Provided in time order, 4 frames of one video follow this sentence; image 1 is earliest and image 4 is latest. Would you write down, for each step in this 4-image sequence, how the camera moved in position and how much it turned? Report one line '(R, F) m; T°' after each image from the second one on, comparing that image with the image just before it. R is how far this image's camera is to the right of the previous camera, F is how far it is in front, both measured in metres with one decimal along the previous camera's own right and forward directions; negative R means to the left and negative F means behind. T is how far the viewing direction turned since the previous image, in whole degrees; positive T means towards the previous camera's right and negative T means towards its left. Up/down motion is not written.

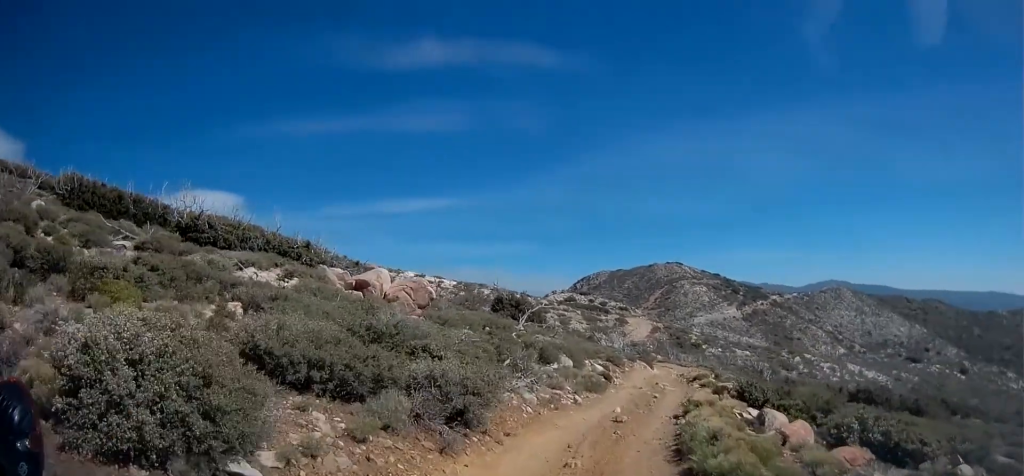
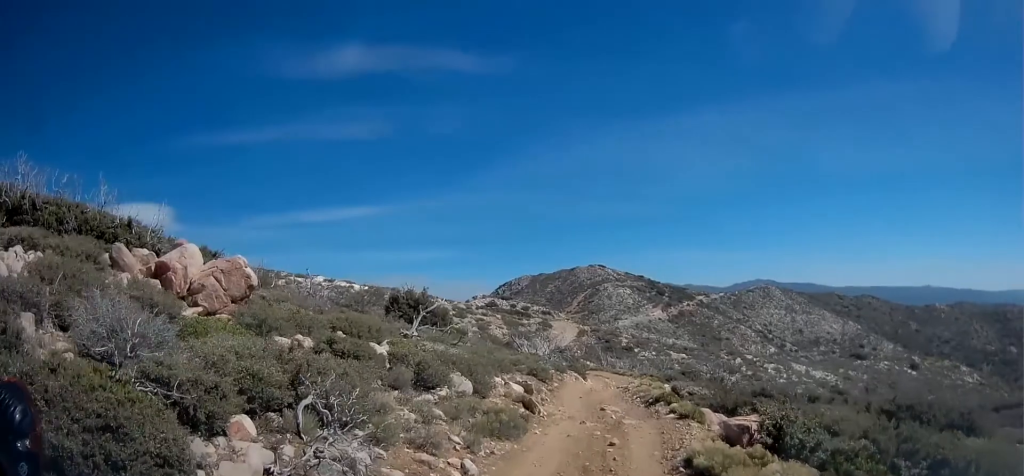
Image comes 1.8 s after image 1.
(+0.1, +7.5) m; +10°
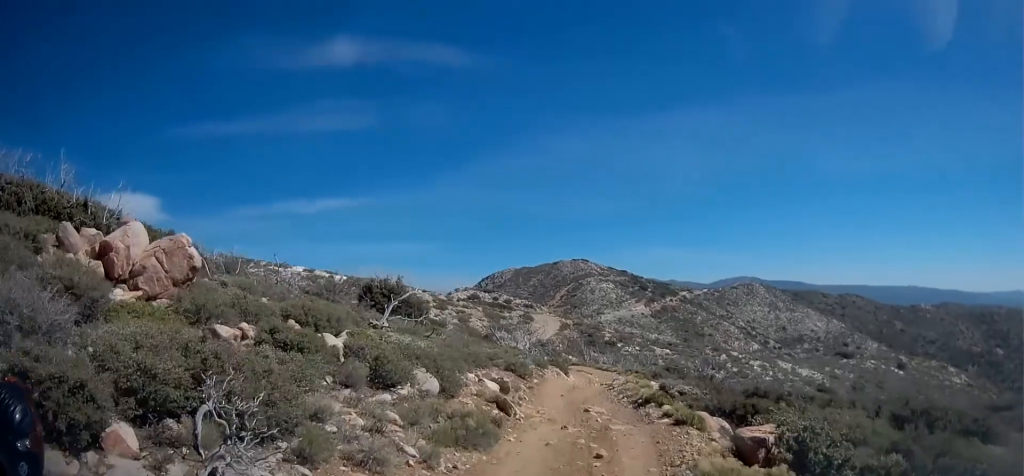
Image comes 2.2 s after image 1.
(+0.3, +1.6) m; 0°
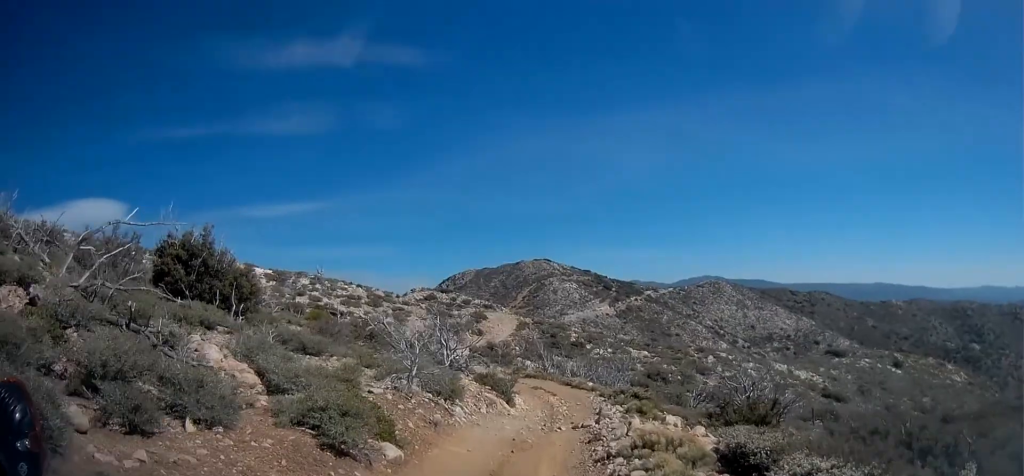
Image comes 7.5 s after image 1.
(+0.5, +15.0) m; -4°
